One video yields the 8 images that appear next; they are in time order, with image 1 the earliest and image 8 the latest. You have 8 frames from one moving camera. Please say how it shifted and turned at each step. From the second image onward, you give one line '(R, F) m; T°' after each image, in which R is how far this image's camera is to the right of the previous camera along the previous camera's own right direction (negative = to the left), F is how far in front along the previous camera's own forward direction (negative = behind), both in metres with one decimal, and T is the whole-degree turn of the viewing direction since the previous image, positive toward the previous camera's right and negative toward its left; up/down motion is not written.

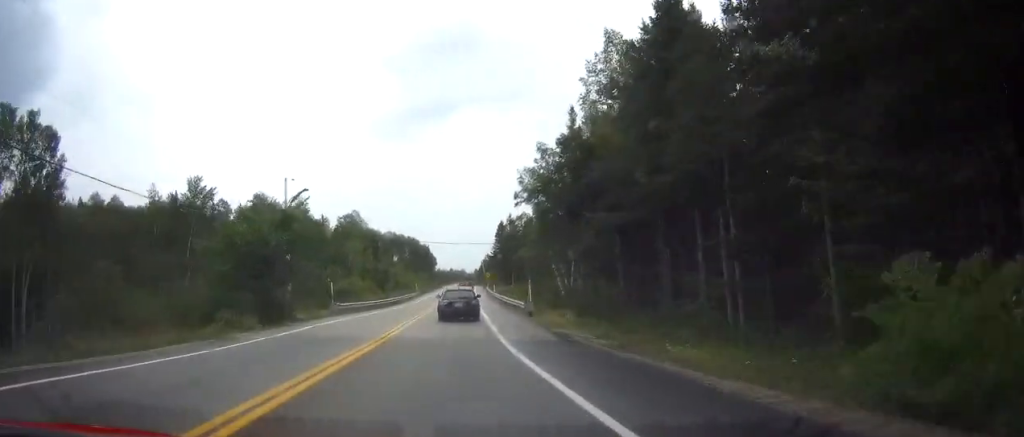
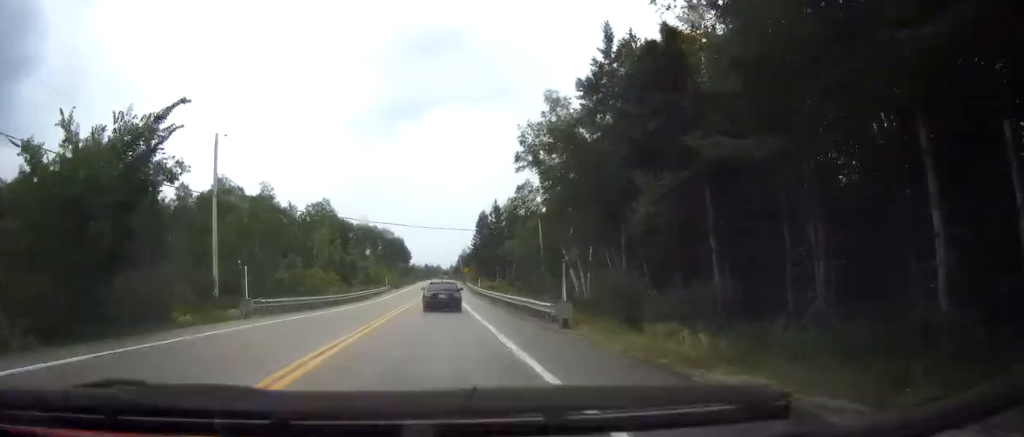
(+0.4, +14.8) m; +2°
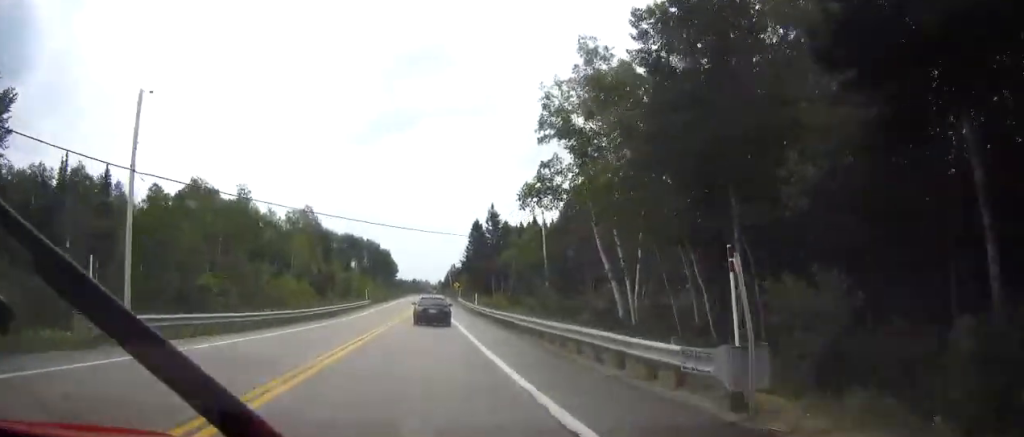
(+0.2, +12.4) m; +1°
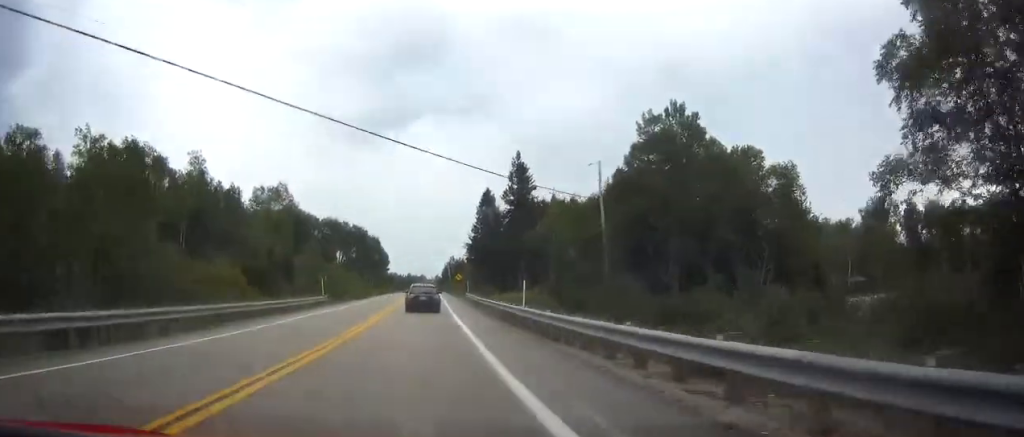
(+0.5, +30.6) m; +1°
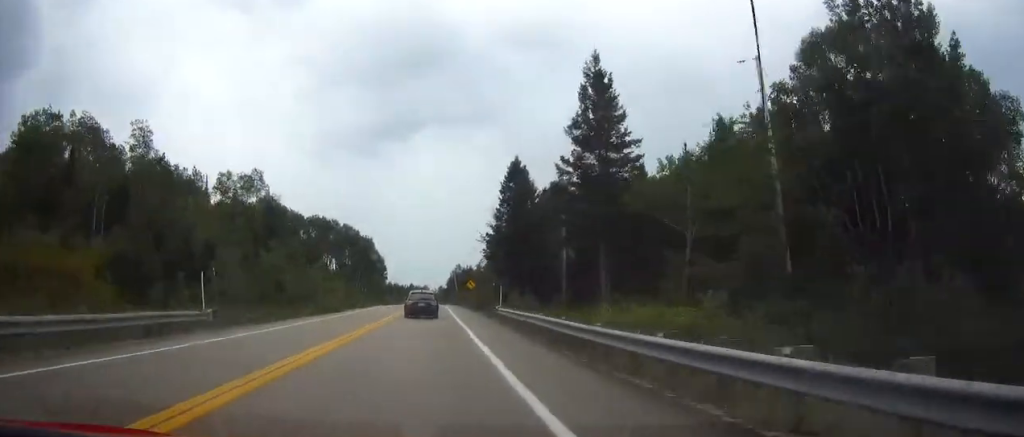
(+0.1, +28.0) m; 0°
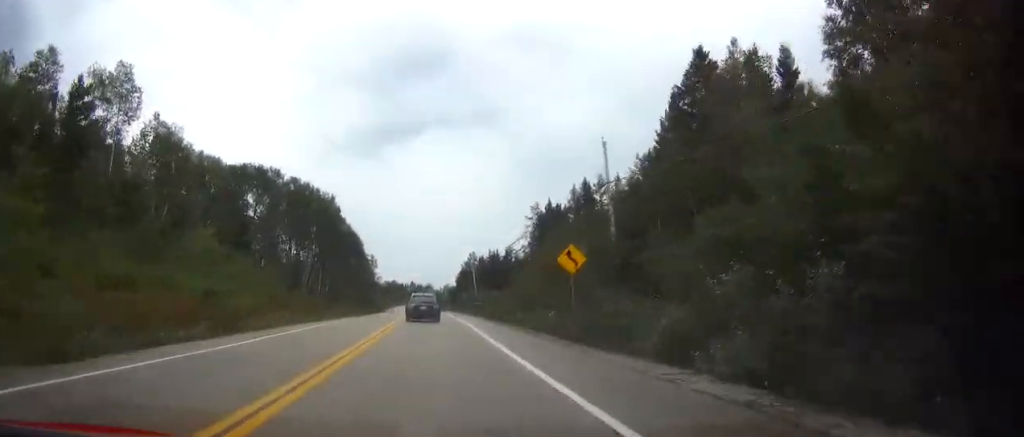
(-0.3, +64.8) m; -1°
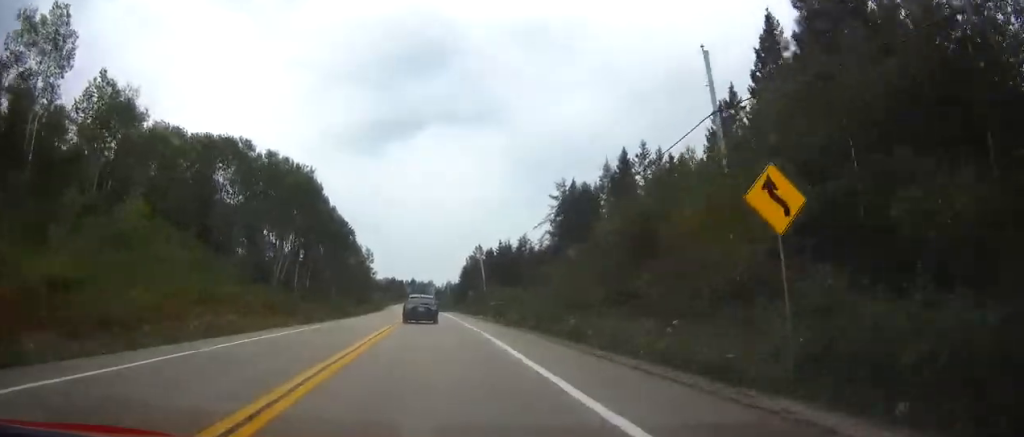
(-0.1, +16.9) m; 0°
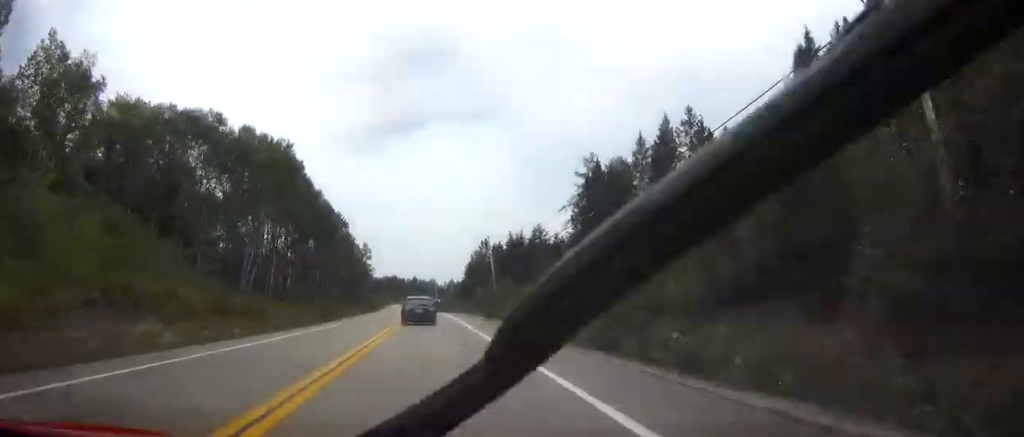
(-0.1, +12.2) m; 0°
